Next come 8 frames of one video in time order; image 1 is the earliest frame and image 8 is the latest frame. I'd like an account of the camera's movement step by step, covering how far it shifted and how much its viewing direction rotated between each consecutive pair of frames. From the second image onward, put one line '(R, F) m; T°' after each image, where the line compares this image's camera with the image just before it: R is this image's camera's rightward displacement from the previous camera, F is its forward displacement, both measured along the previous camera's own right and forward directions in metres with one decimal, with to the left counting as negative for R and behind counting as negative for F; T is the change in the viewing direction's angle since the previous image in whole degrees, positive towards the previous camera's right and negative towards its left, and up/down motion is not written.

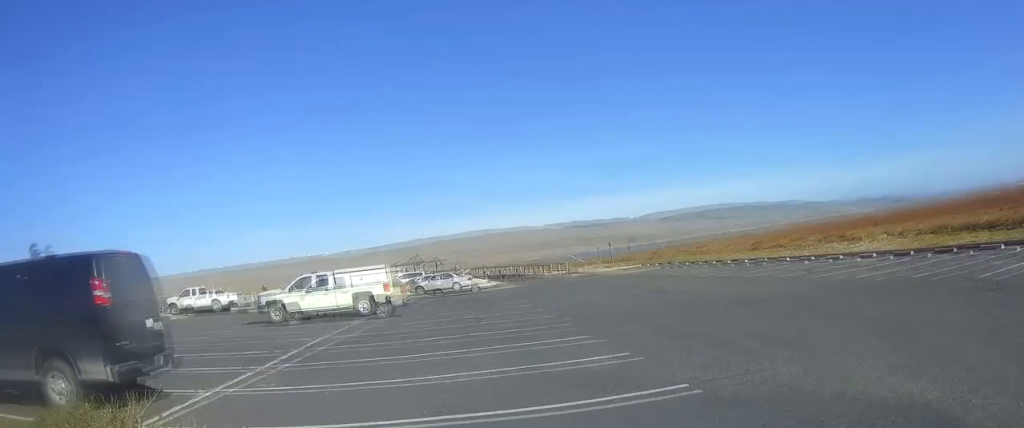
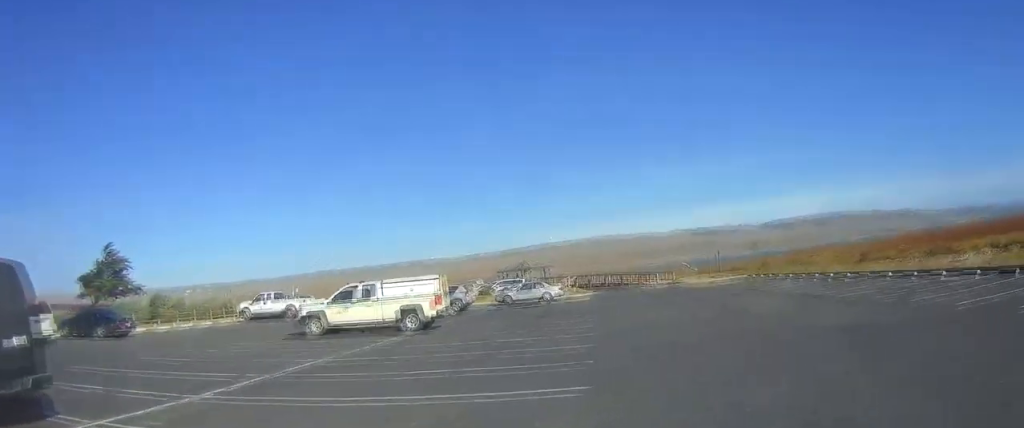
(-0.1, +3.8) m; -5°
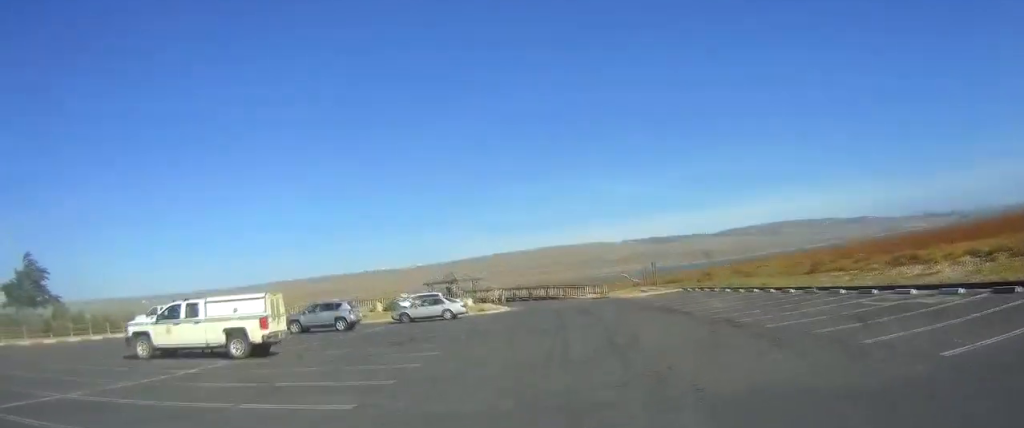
(-0.4, +6.0) m; -7°
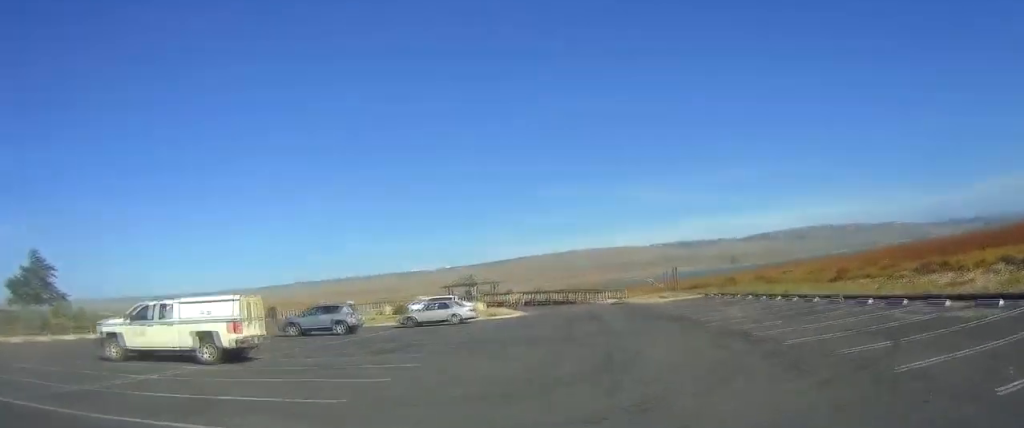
(-0.1, +2.3) m; -1°
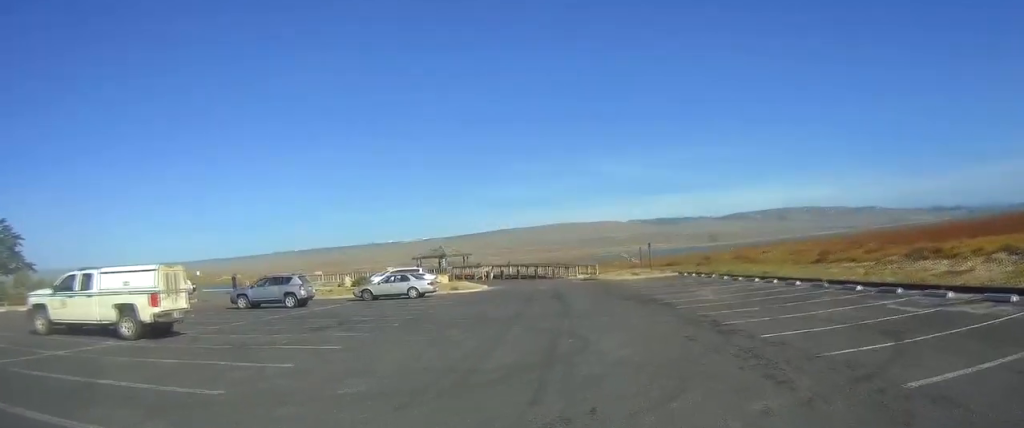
(0.0, +2.3) m; -2°
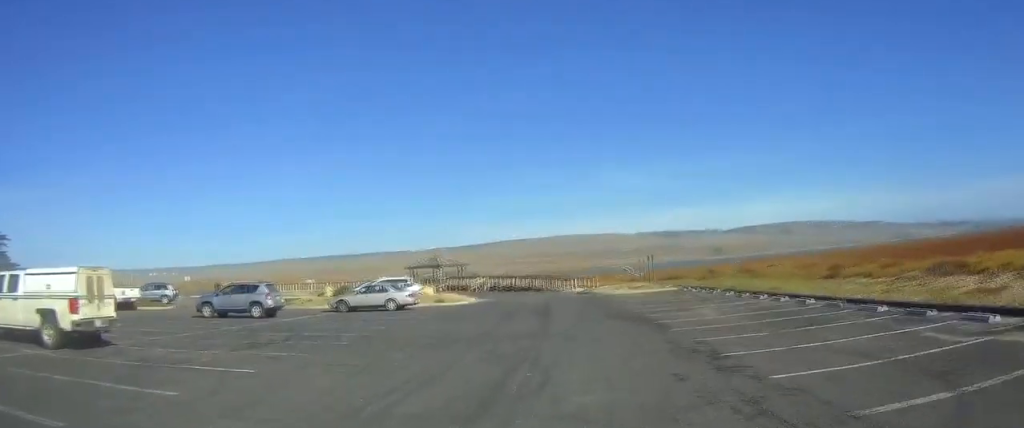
(0.0, +2.9) m; -4°
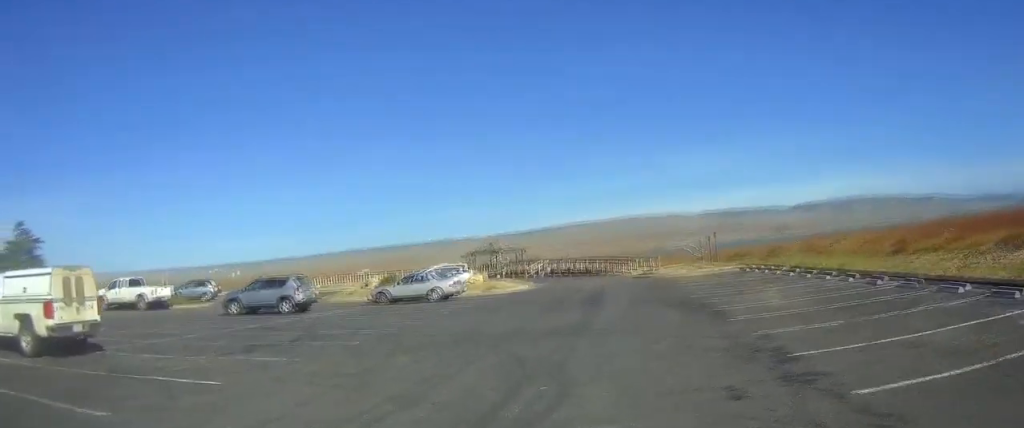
(0.0, +2.4) m; -3°
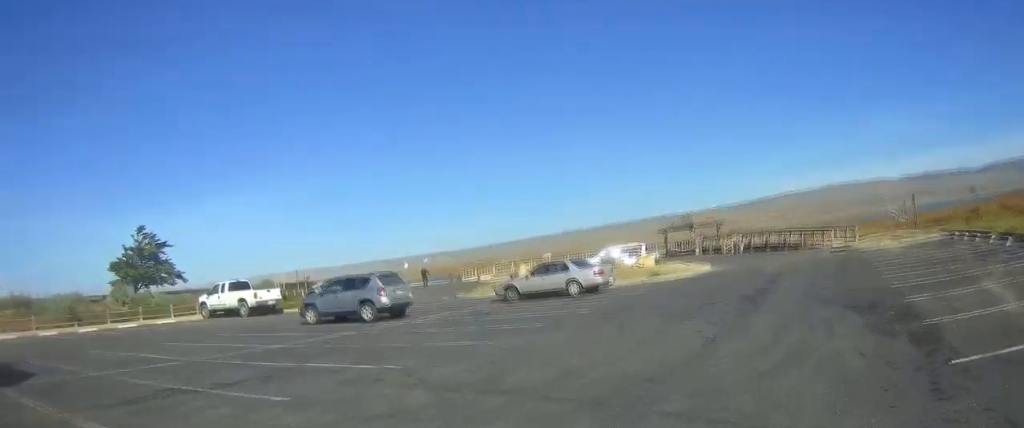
(-0.9, +8.0) m; -9°
